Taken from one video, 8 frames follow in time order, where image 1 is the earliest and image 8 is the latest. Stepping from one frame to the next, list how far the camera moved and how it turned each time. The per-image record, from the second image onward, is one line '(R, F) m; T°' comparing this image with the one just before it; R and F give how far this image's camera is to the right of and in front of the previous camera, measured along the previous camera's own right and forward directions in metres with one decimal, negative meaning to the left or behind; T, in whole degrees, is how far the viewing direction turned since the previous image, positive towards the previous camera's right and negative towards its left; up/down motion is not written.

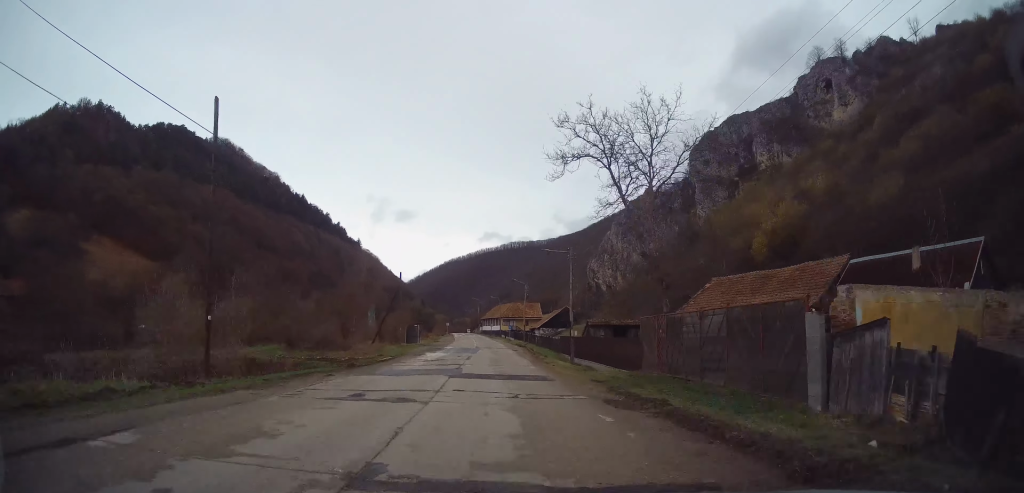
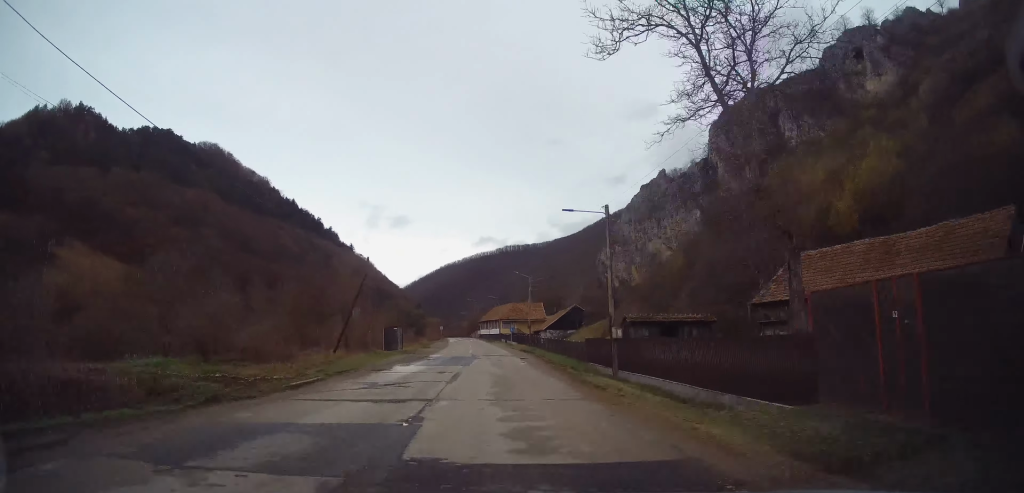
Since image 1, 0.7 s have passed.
(+0.1, +12.5) m; +1°
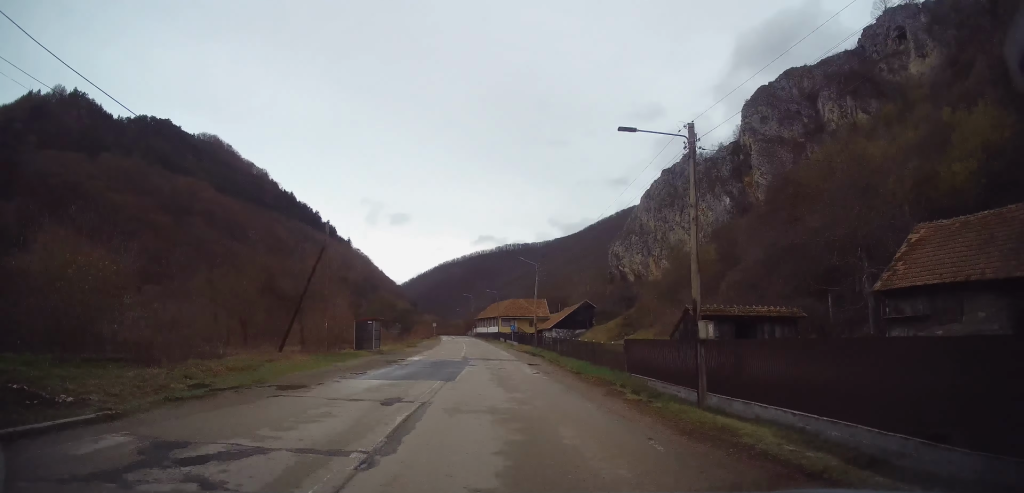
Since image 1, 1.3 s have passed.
(+0.3, +10.2) m; 0°
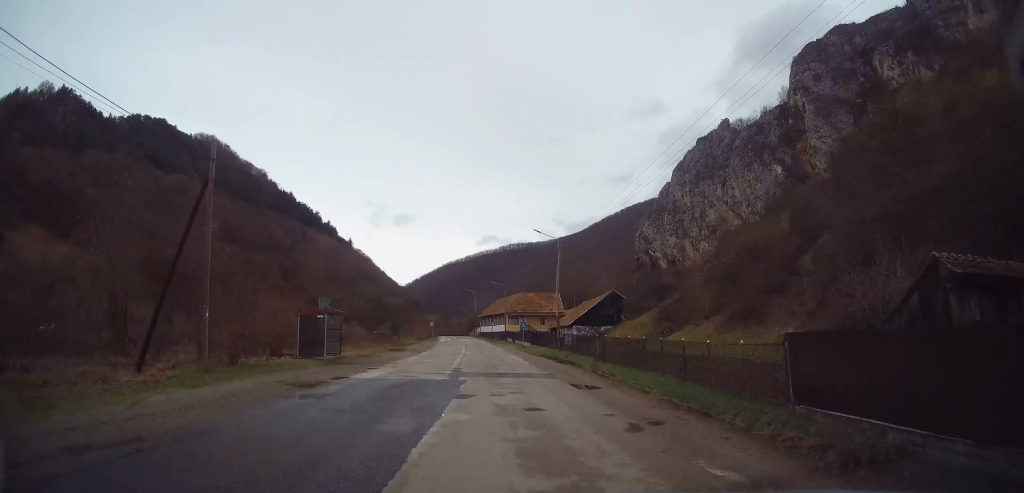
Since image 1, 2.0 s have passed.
(-0.3, +13.2) m; 0°
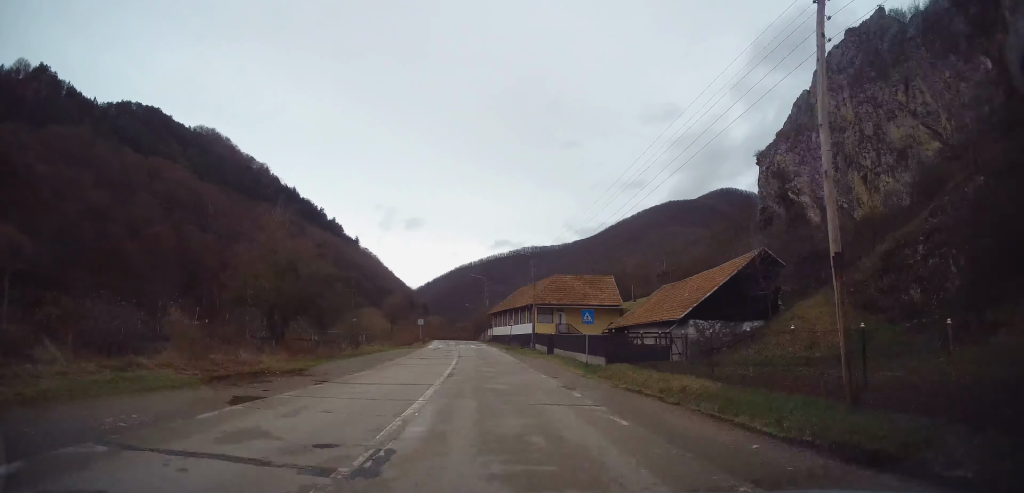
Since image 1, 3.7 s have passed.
(+0.1, +31.4) m; -1°
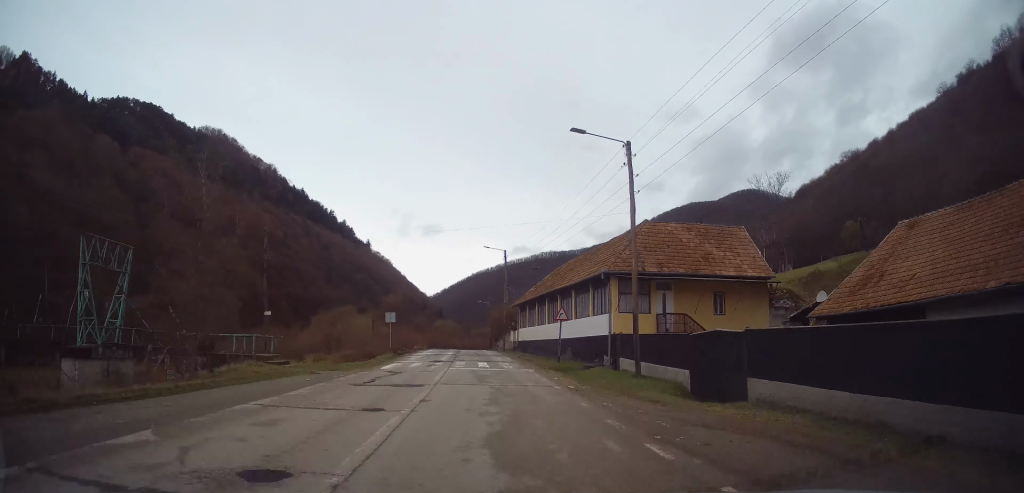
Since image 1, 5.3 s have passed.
(-1.1, +28.8) m; -2°
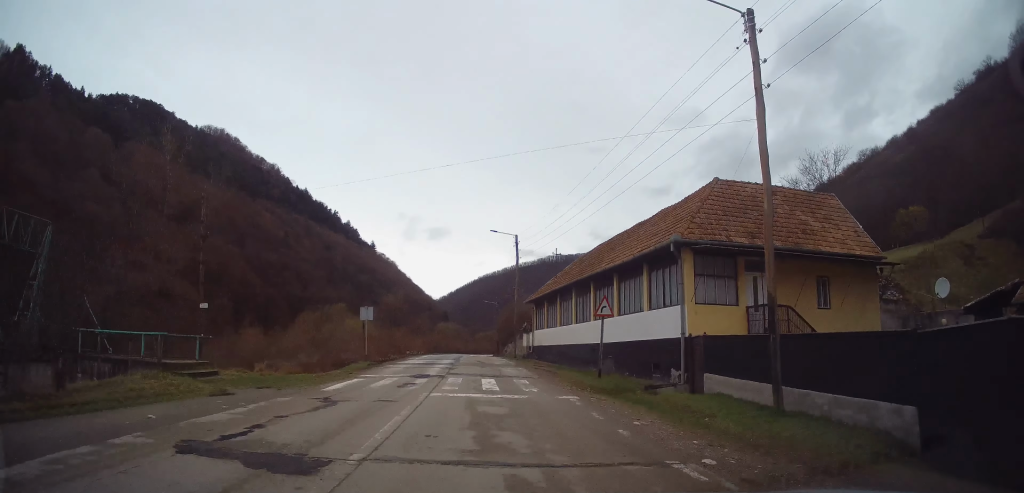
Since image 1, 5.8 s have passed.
(+0.1, +8.7) m; 0°
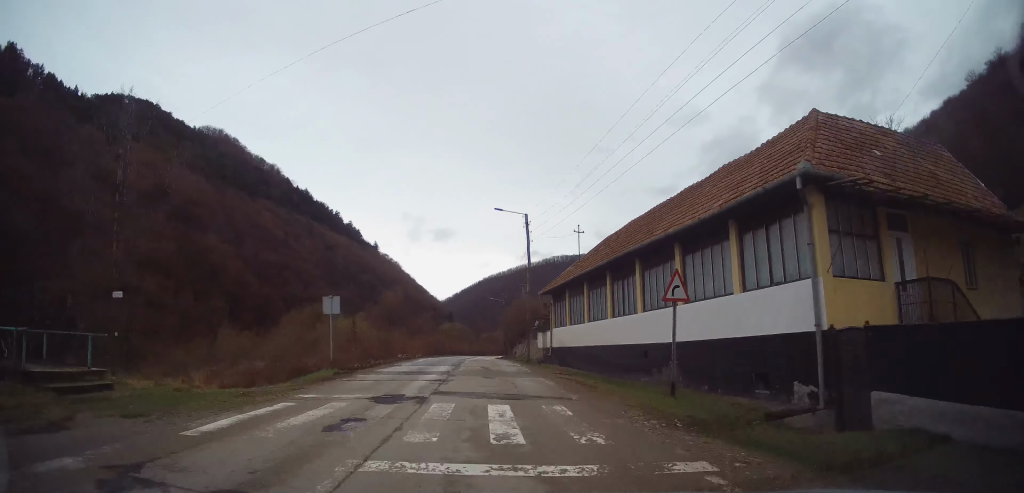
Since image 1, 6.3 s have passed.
(+0.2, +7.6) m; 0°
